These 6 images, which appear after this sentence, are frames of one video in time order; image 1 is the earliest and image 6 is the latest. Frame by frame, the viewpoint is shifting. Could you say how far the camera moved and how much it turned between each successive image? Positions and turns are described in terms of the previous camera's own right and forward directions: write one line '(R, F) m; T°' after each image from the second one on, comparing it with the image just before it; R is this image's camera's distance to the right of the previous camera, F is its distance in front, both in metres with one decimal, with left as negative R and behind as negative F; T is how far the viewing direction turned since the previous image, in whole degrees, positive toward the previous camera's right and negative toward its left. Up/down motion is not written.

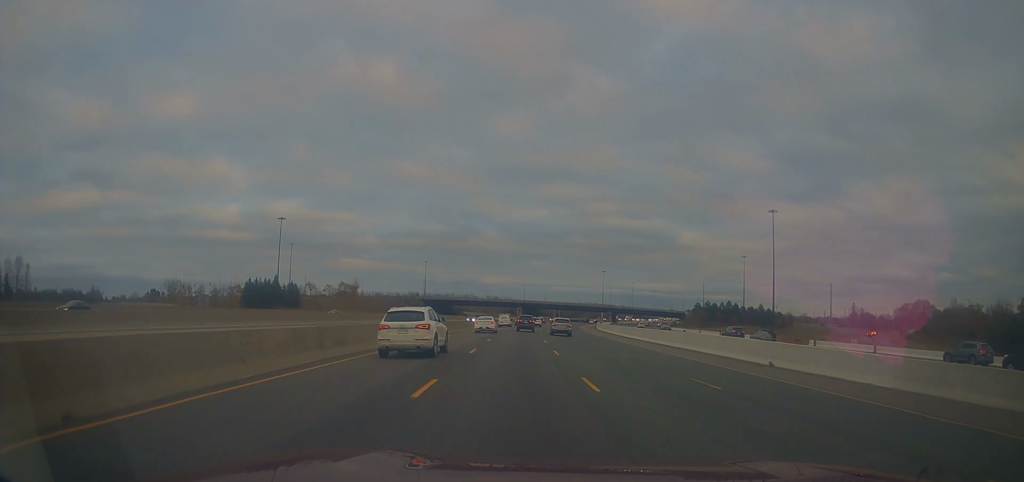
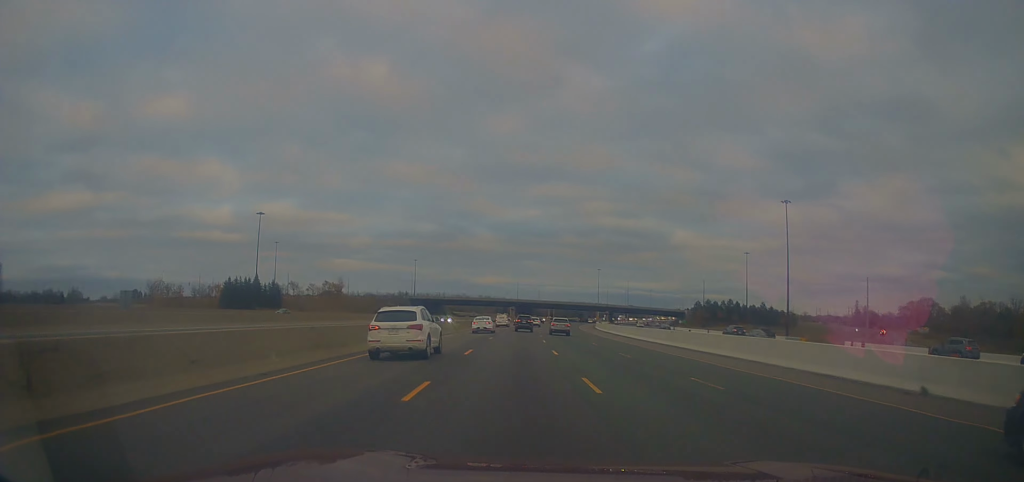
(0.0, +12.5) m; +1°
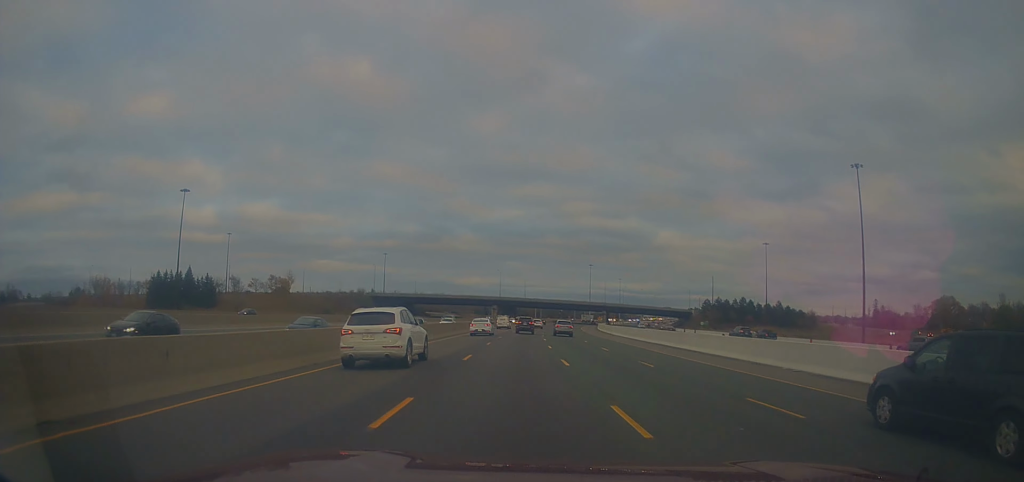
(+0.7, +40.3) m; +1°
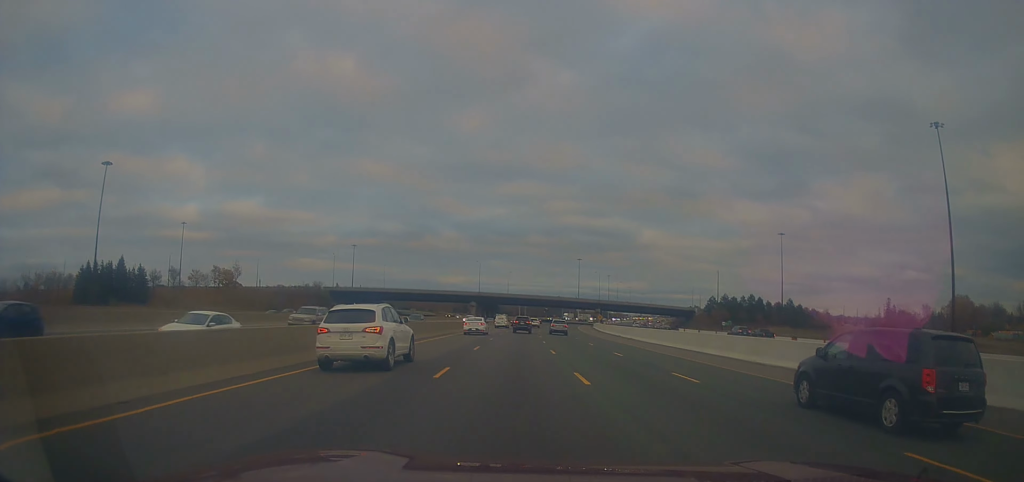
(+0.1, +30.1) m; +1°
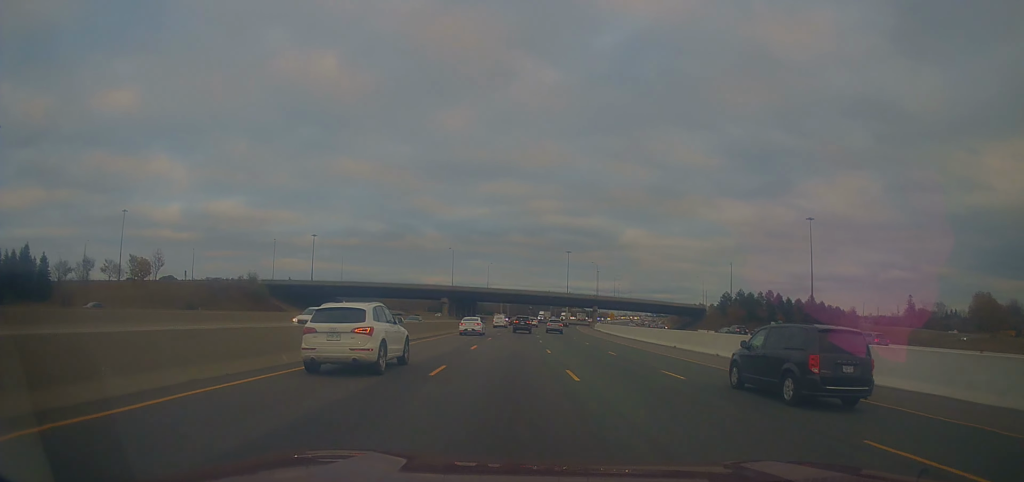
(+0.4, +35.4) m; +2°
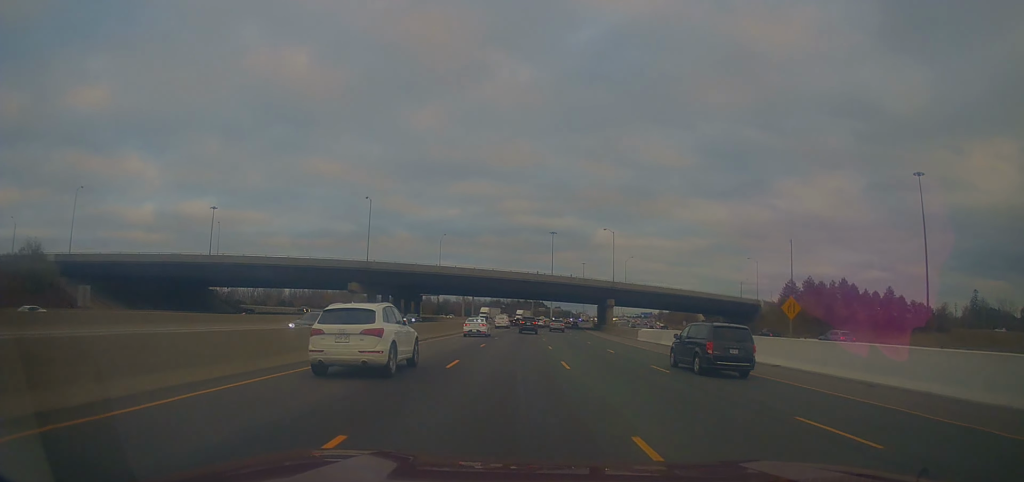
(+3.4, +69.8) m; +4°
